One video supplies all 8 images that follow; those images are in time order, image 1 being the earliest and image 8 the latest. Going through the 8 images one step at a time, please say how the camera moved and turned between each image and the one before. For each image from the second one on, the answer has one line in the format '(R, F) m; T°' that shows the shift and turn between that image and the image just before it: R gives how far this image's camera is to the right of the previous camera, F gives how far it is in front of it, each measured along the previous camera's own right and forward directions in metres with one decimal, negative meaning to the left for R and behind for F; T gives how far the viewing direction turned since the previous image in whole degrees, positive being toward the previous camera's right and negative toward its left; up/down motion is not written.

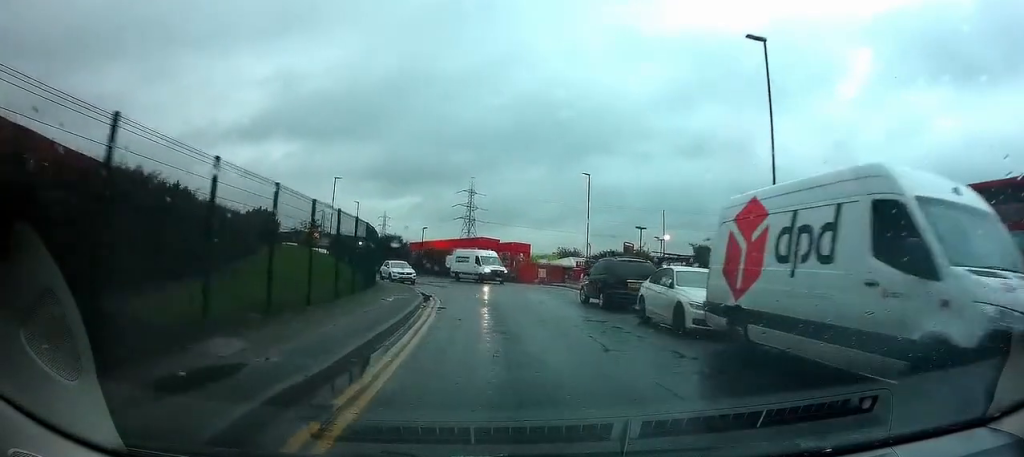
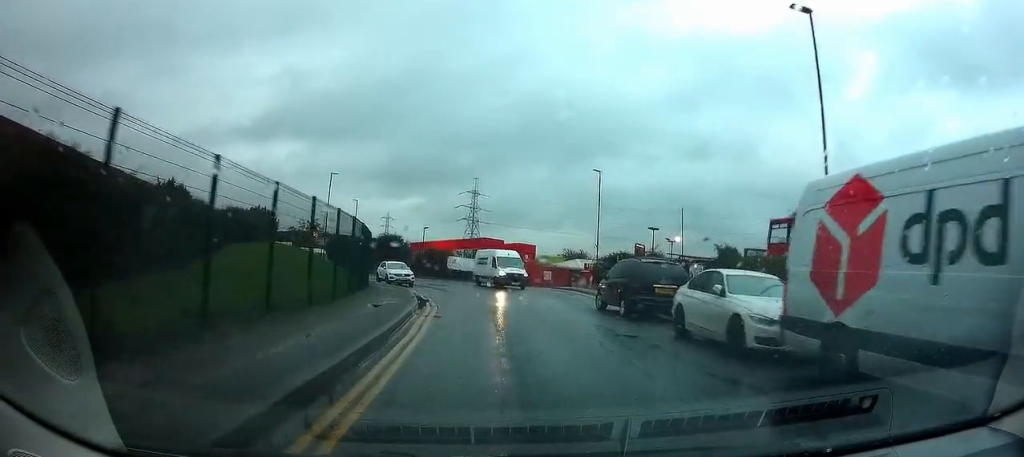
(0.0, +2.7) m; -1°
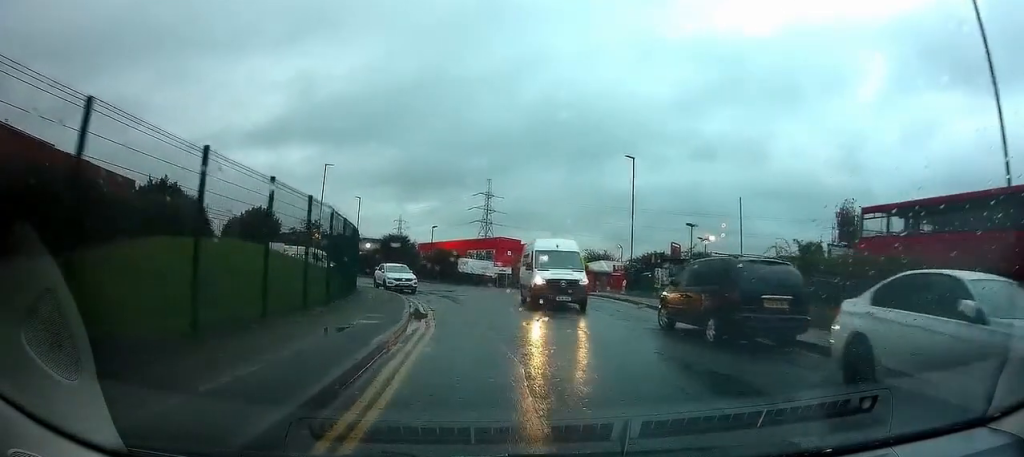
(-0.1, +6.2) m; -2°
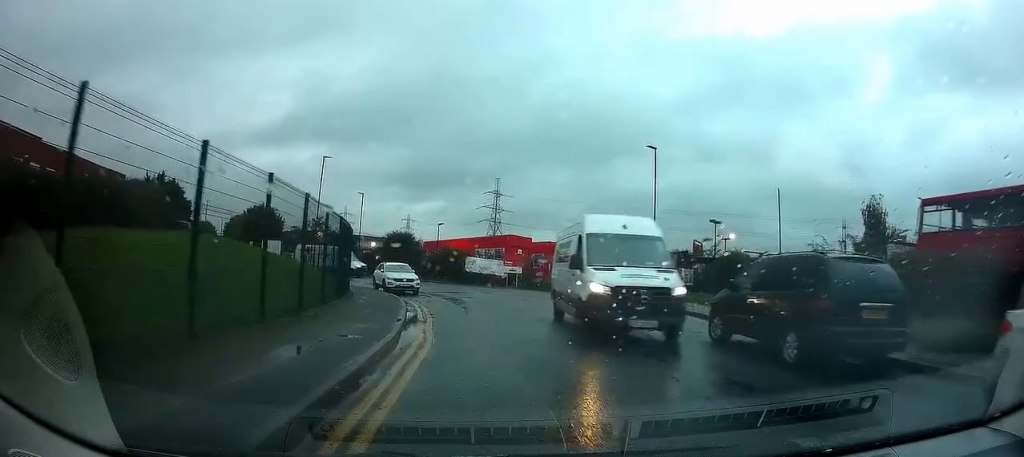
(0.0, +3.1) m; -1°
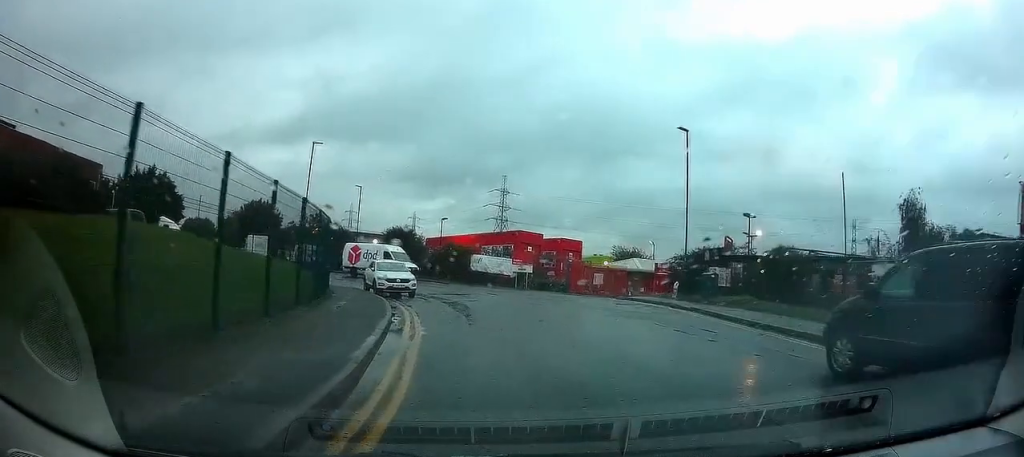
(0.0, +4.7) m; 0°
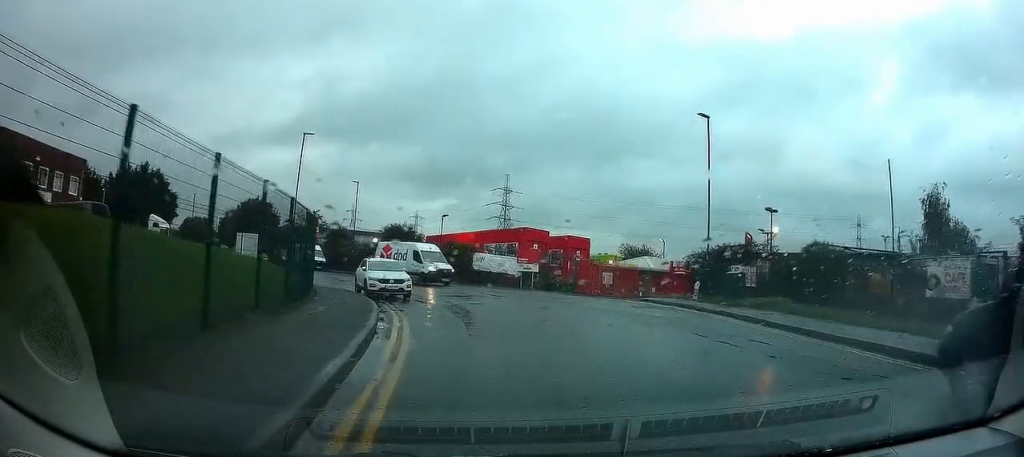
(+0.1, +2.7) m; 0°
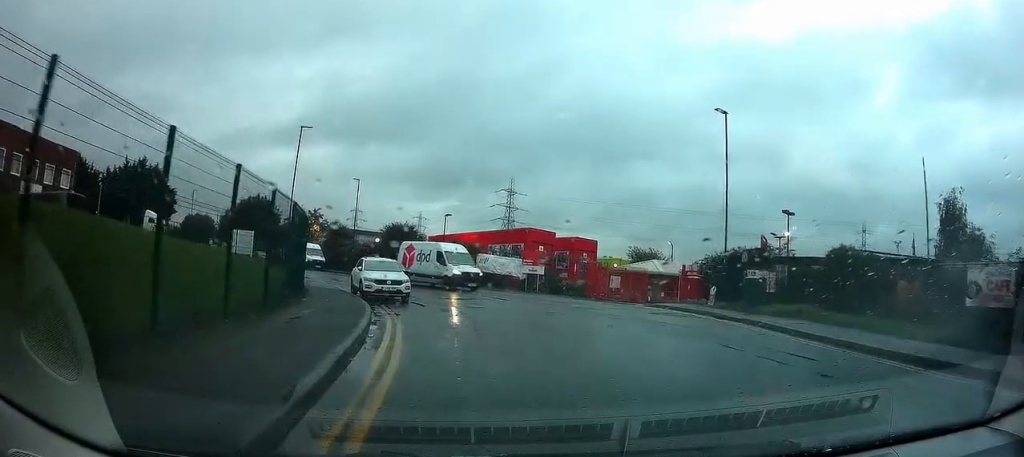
(0.0, +1.6) m; -1°
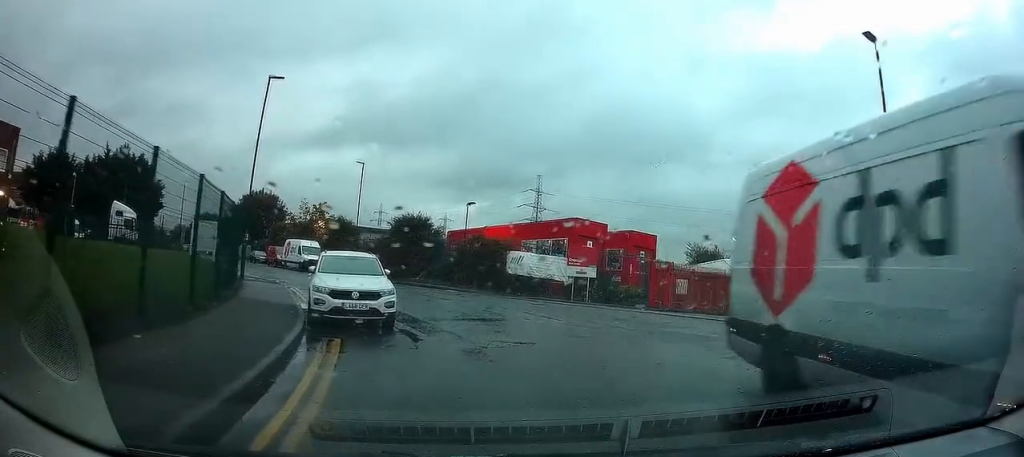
(-0.2, +9.6) m; +1°
